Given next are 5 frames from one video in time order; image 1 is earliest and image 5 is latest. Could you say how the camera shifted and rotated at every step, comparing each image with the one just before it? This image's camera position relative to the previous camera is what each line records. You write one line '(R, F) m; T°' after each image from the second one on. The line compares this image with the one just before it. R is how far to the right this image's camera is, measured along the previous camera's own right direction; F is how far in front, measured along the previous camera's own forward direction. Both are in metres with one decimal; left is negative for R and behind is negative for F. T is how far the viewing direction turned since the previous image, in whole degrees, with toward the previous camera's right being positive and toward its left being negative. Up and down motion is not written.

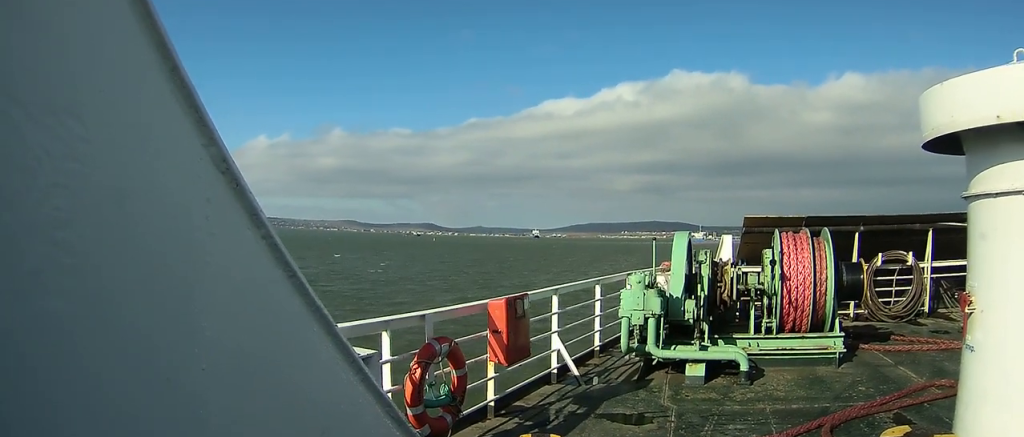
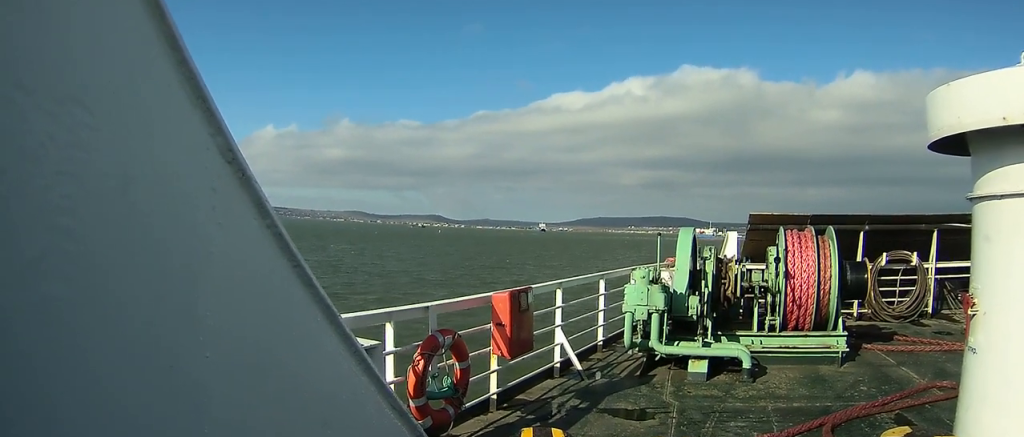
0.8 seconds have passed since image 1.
(0.0, +3.9) m; 0°
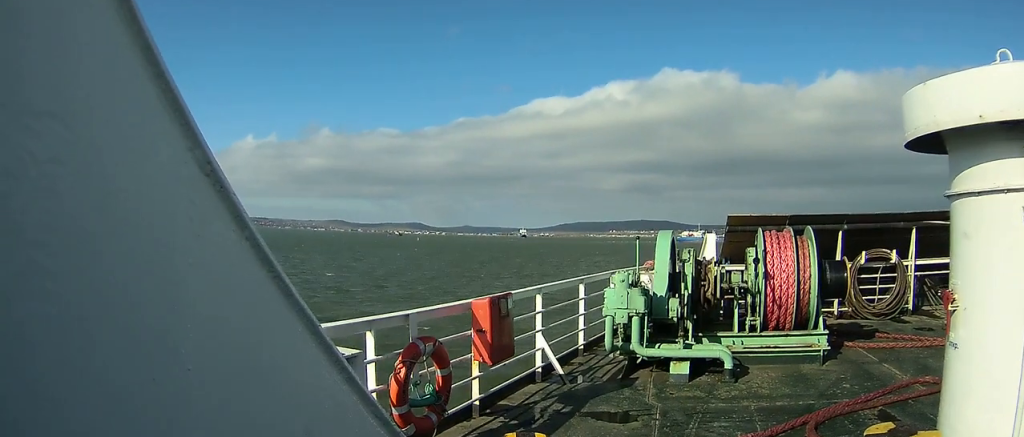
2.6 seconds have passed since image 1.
(-0.1, +8.3) m; 0°
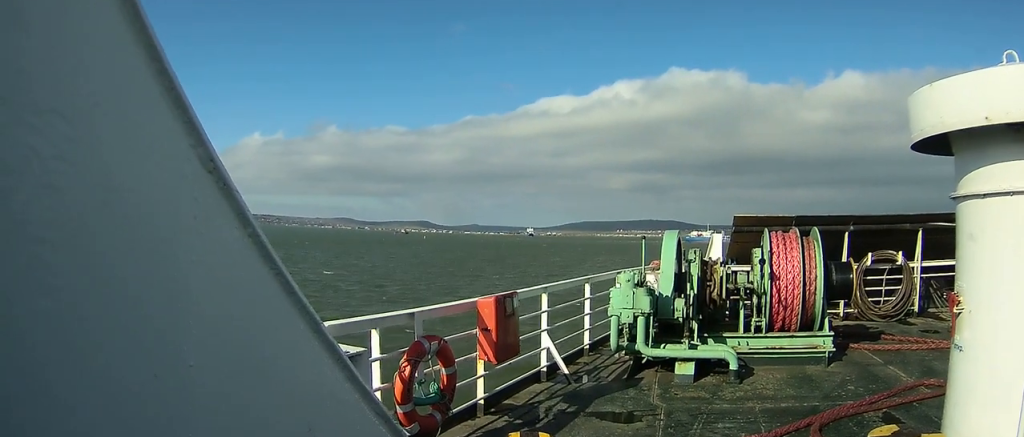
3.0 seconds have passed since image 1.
(0.0, +2.0) m; 0°
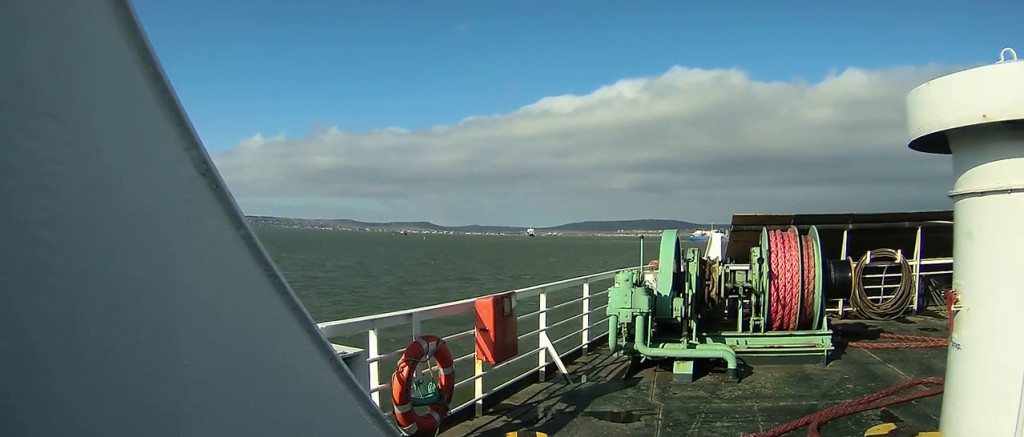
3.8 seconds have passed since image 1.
(+0.1, +3.6) m; 0°
